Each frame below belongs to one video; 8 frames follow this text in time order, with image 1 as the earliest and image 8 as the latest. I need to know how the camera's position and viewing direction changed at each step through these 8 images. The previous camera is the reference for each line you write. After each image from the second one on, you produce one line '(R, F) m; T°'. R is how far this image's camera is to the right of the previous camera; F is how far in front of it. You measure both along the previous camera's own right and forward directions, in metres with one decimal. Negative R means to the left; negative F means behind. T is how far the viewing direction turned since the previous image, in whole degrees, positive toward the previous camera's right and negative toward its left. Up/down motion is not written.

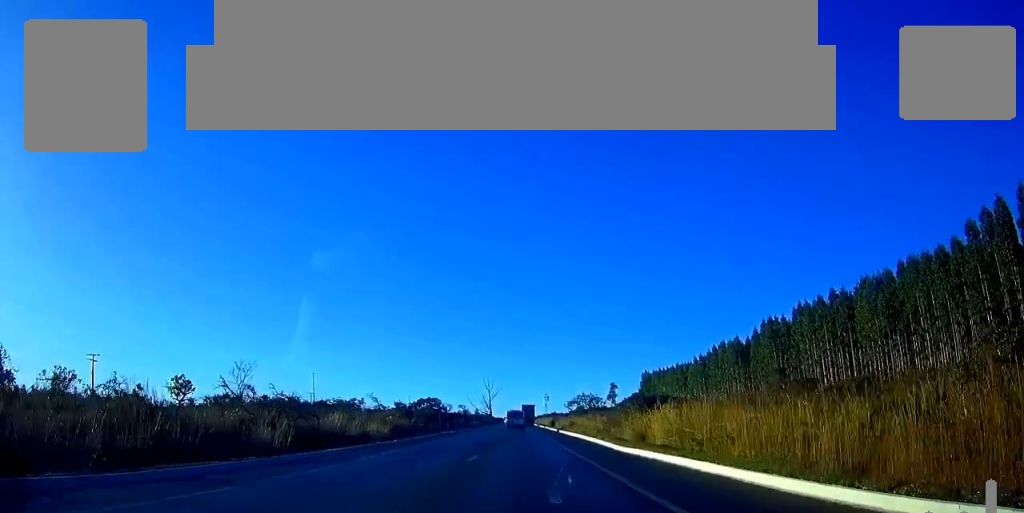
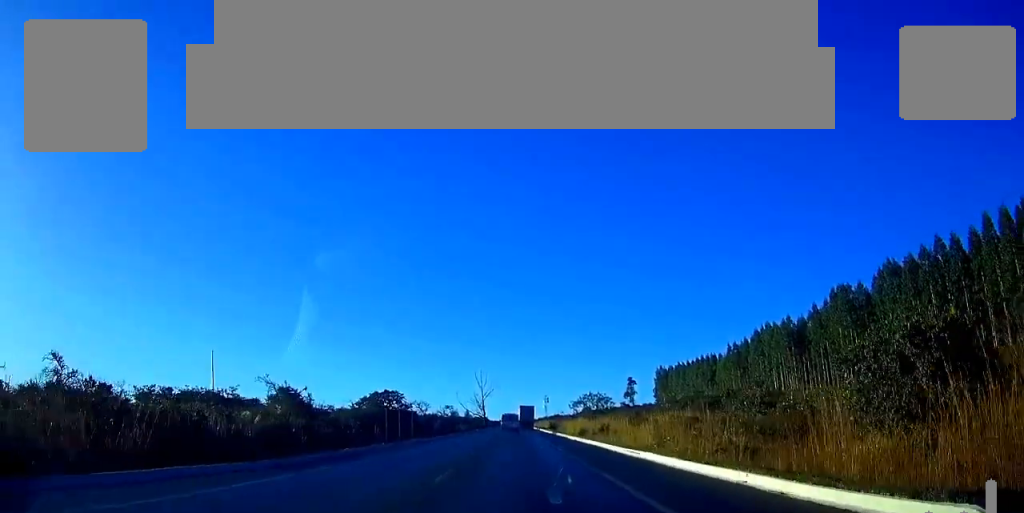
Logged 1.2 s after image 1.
(0.0, +36.9) m; 0°
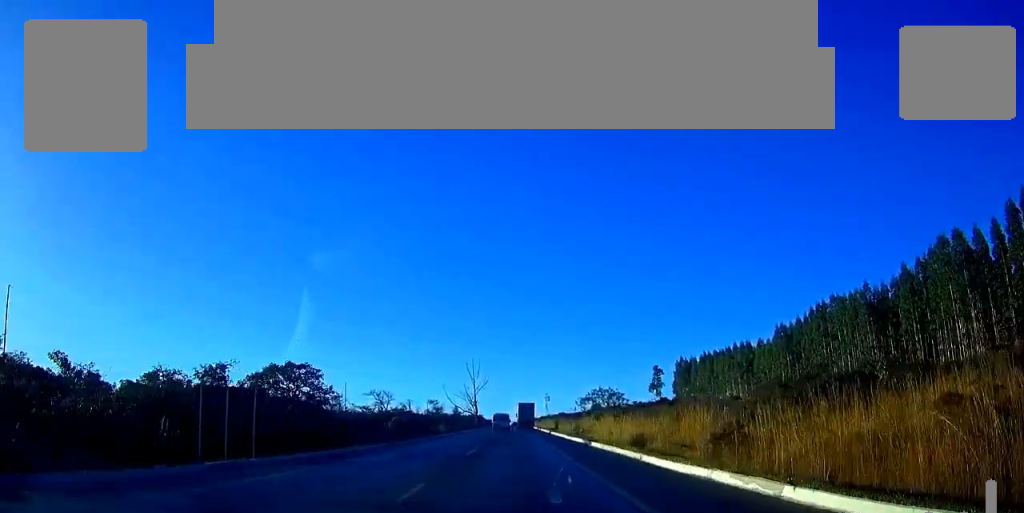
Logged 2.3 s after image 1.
(0.0, +35.1) m; 0°
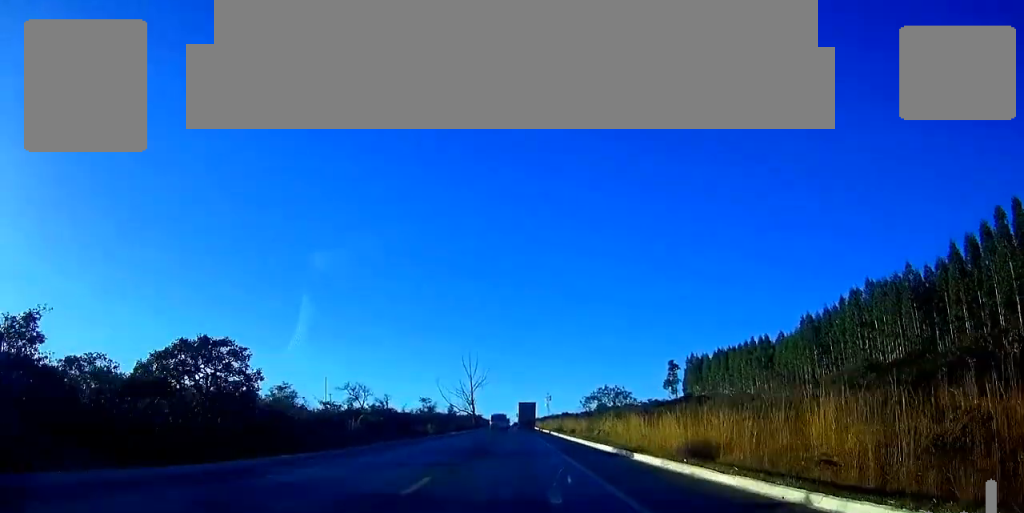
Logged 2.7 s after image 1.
(0.0, +13.9) m; 0°
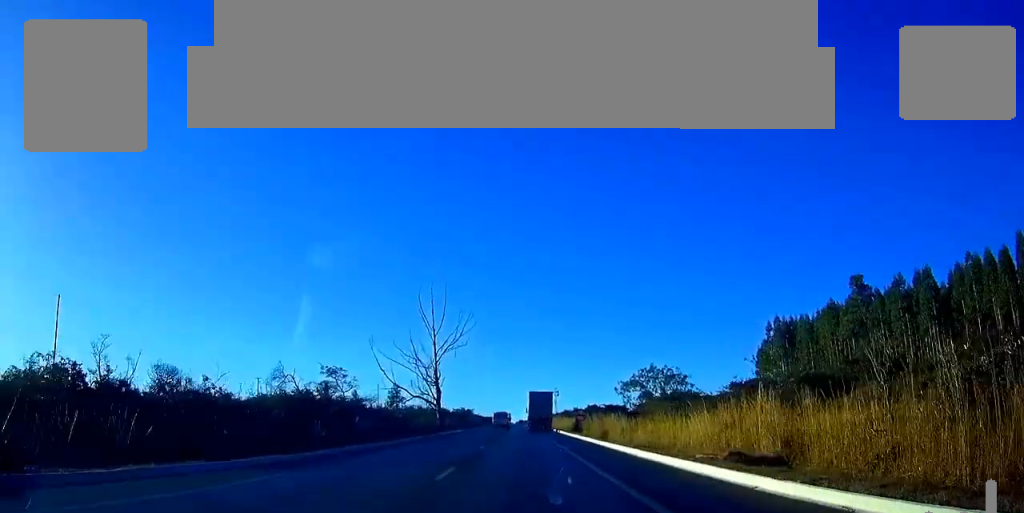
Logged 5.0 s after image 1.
(-0.4, +72.8) m; 0°
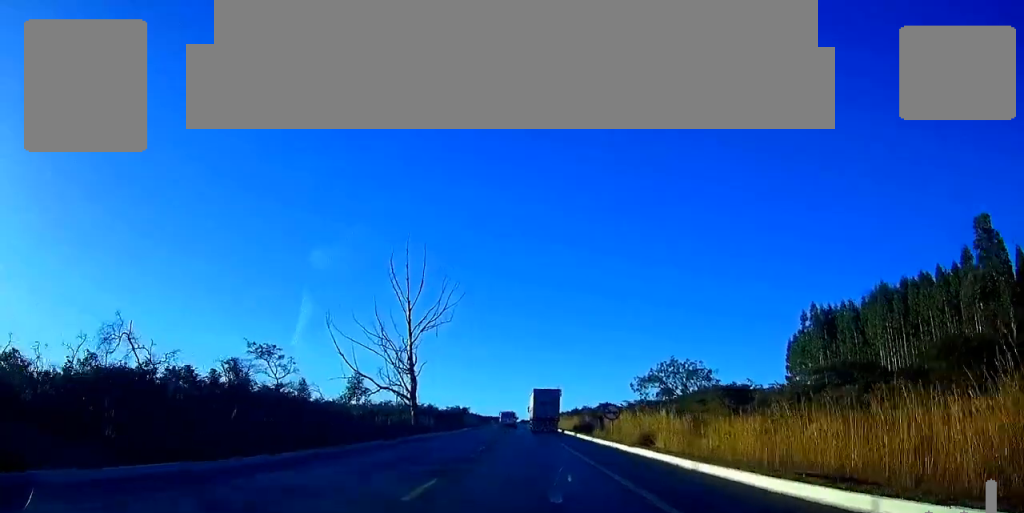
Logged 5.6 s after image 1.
(0.0, +19.5) m; 0°
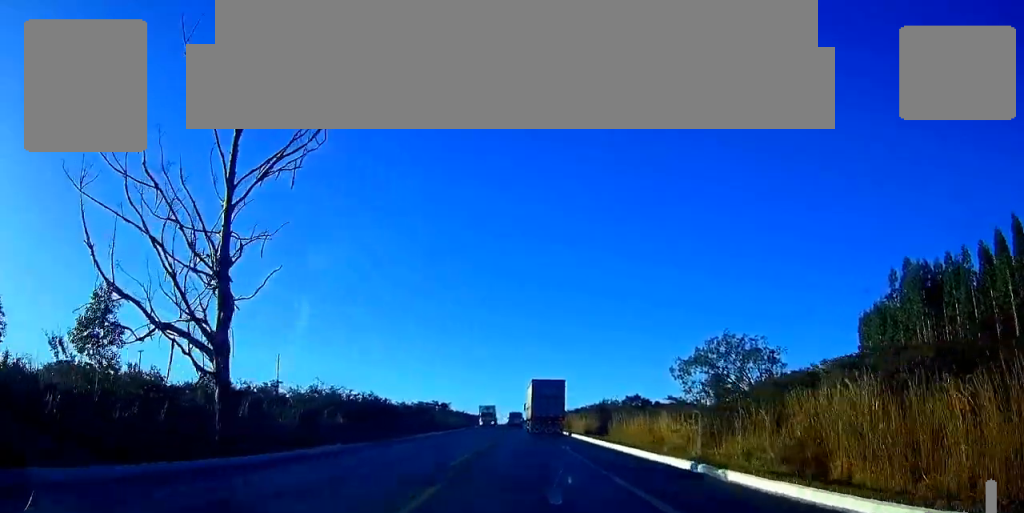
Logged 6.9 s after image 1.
(+0.2, +38.1) m; 0°
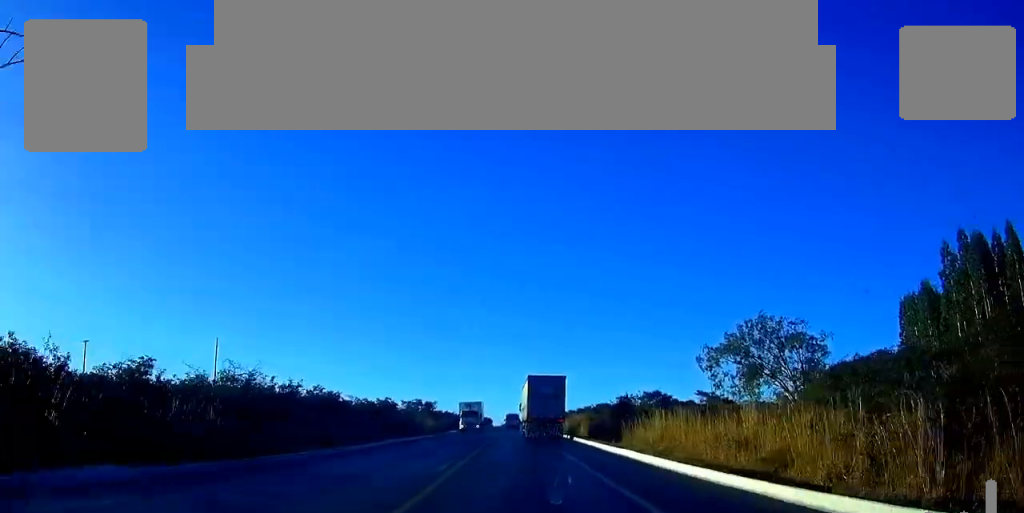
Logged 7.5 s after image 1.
(+0.1, +16.9) m; 0°
